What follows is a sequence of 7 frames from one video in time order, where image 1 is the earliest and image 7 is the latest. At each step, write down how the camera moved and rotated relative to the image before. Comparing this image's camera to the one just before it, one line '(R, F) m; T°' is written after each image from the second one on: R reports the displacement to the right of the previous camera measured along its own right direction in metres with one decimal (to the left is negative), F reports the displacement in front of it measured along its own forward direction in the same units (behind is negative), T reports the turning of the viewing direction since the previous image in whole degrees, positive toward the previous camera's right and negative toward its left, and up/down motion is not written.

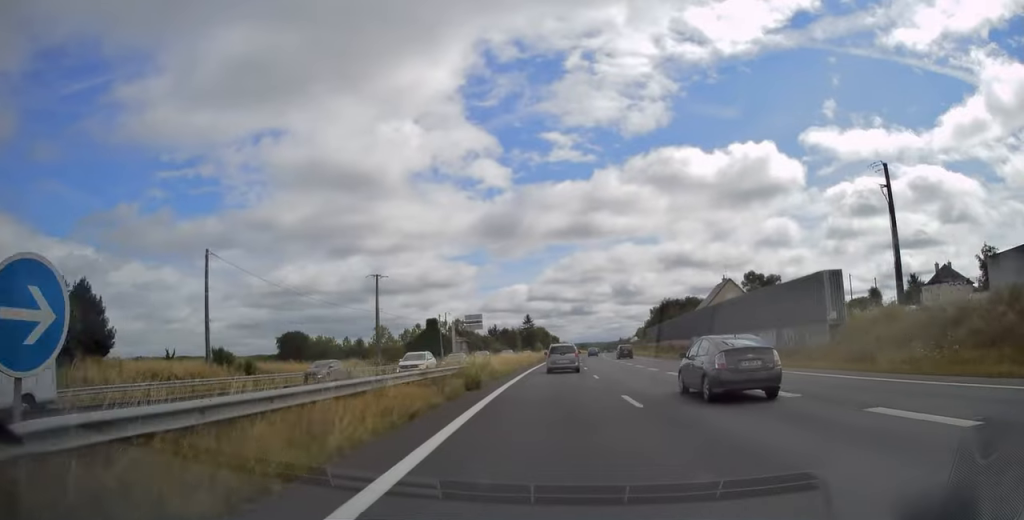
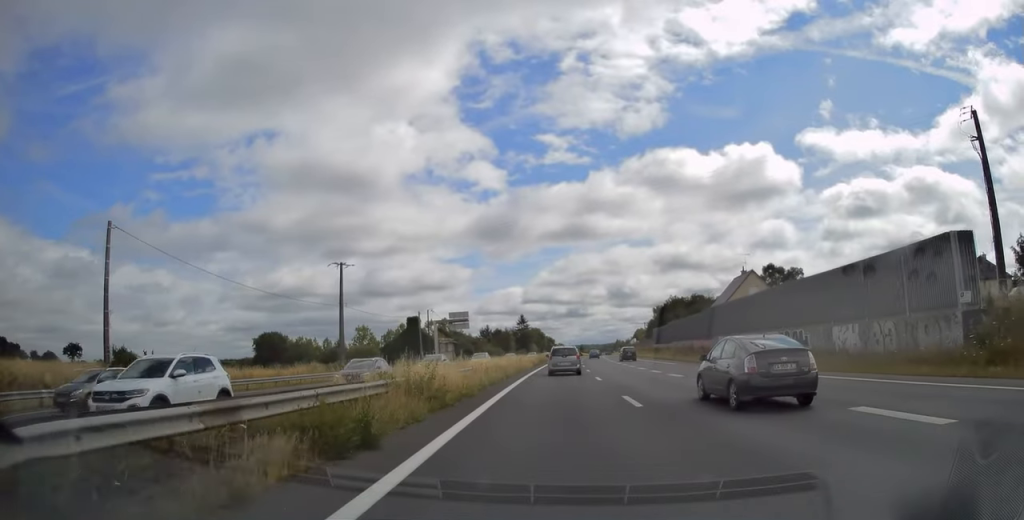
(-0.1, +12.6) m; +1°
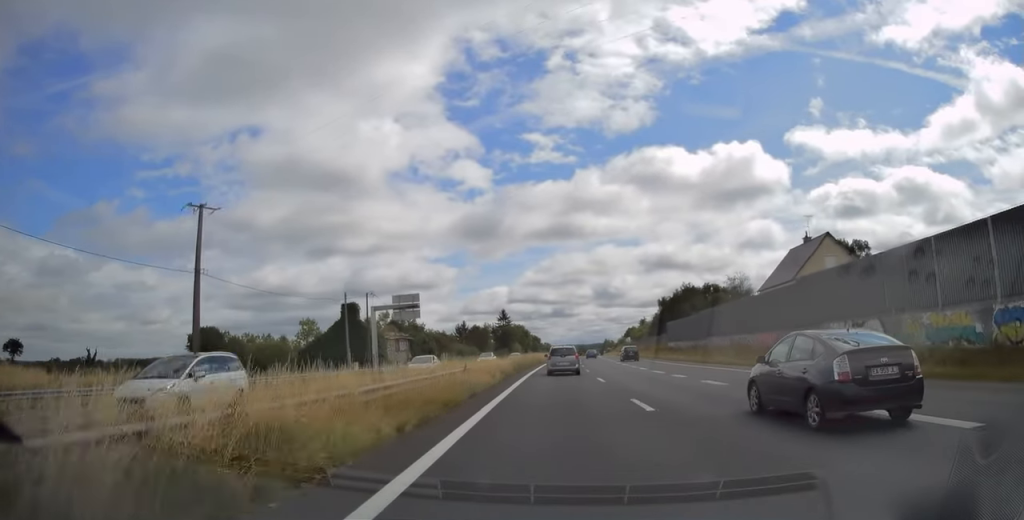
(+0.4, +26.9) m; +2°
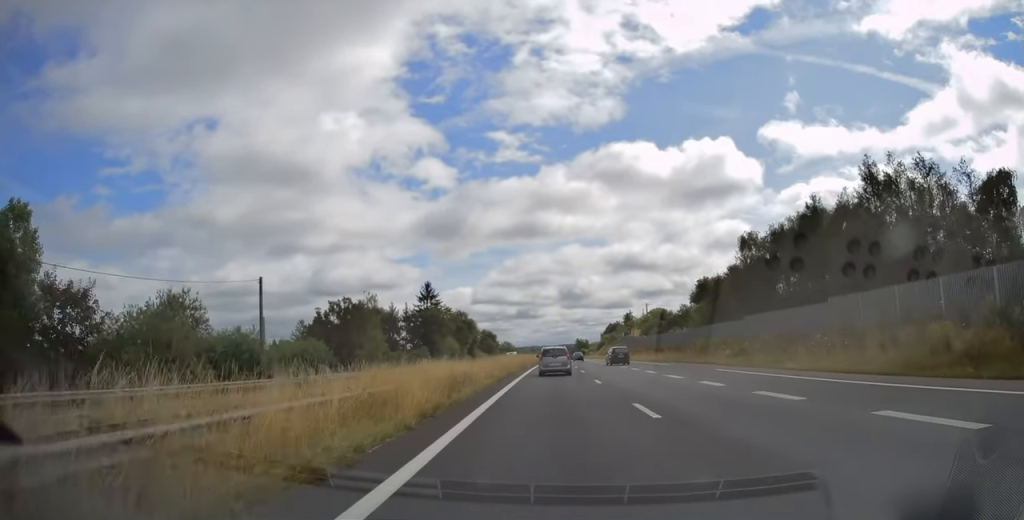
(+2.5, +78.1) m; +3°
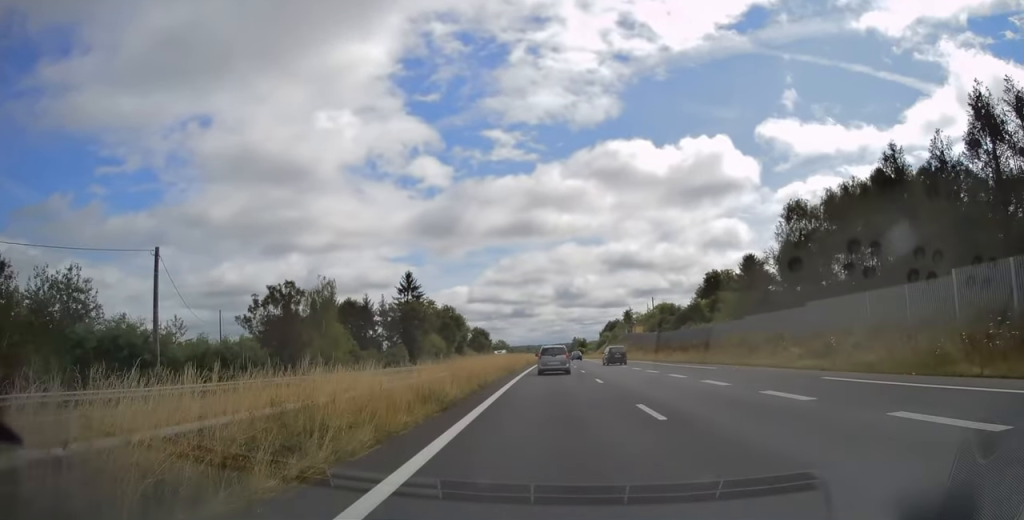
(0.0, +13.4) m; 0°
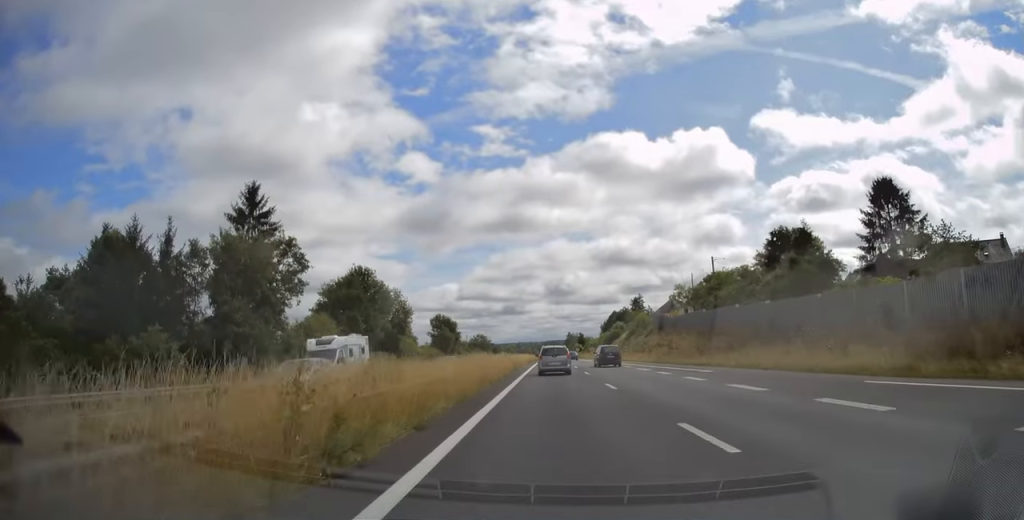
(+0.9, +55.0) m; +1°
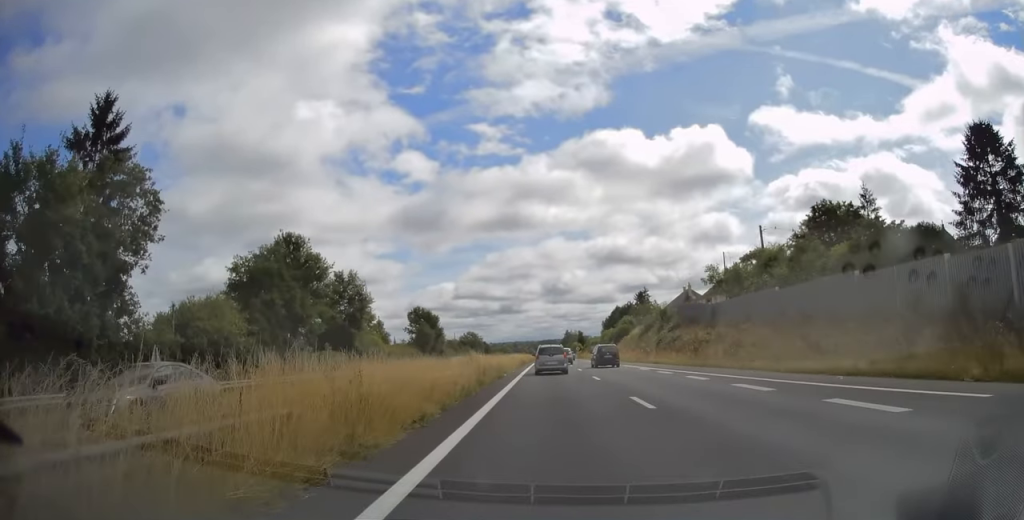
(0.0, +20.2) m; 0°
